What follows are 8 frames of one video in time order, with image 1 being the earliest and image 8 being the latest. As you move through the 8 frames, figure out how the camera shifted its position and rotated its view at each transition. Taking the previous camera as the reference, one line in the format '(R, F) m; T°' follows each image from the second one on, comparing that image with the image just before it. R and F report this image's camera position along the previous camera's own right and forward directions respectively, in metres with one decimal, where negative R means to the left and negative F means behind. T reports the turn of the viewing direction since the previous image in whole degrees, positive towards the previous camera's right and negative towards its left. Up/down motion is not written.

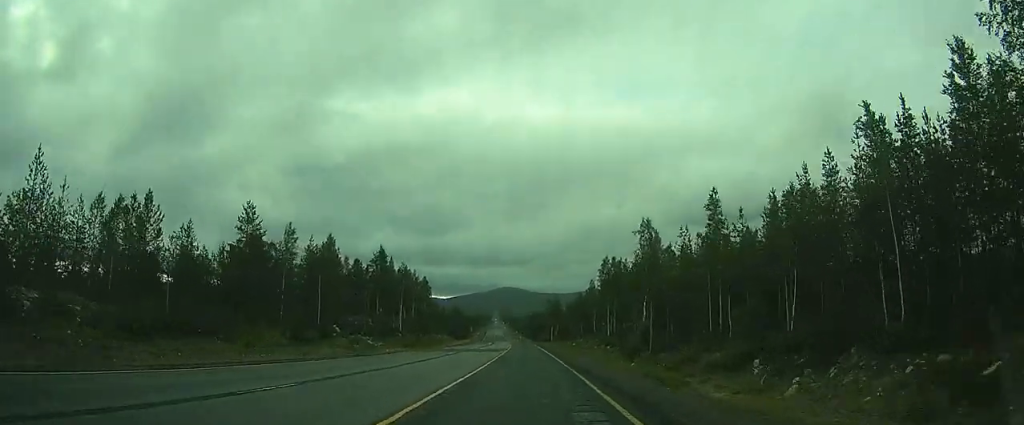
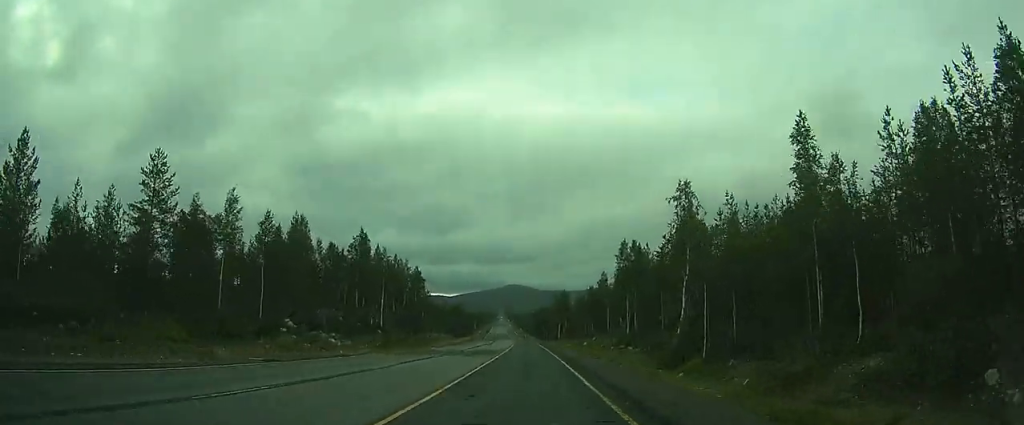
(-0.2, +13.2) m; -1°
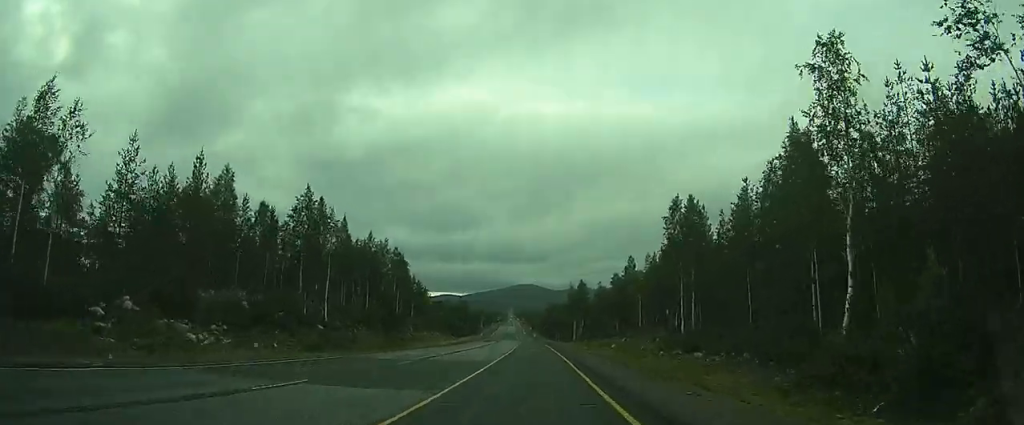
(-0.3, +22.1) m; -1°
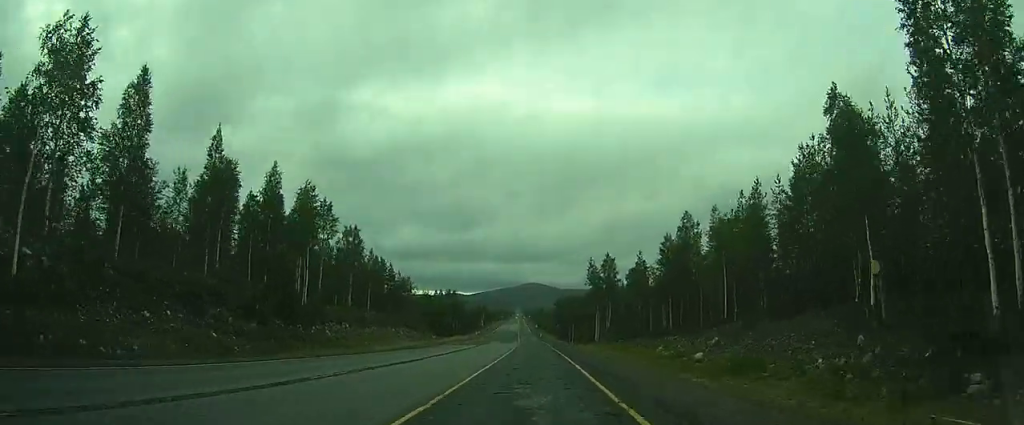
(-0.2, +33.3) m; -1°
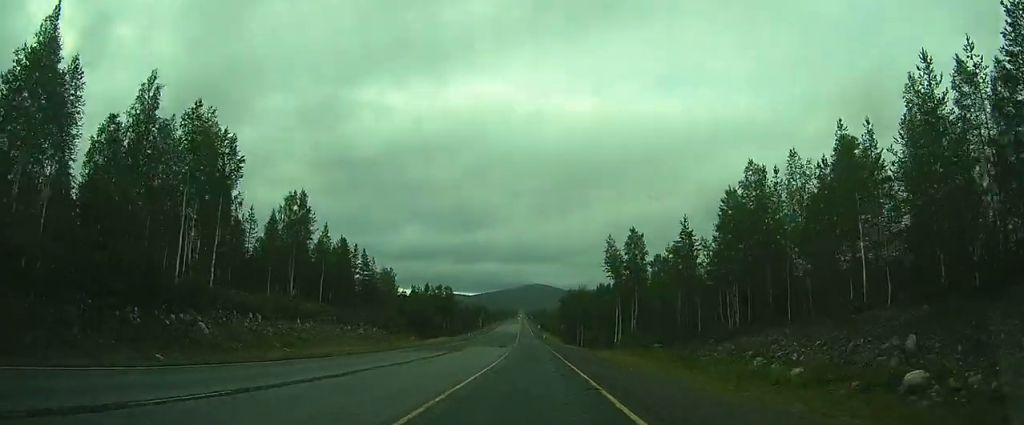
(-0.1, +19.1) m; -1°
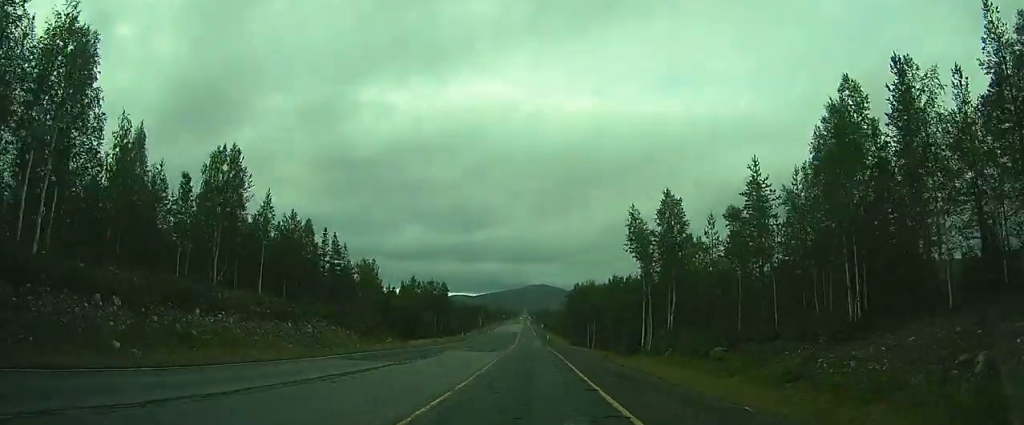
(-0.1, +15.0) m; 0°
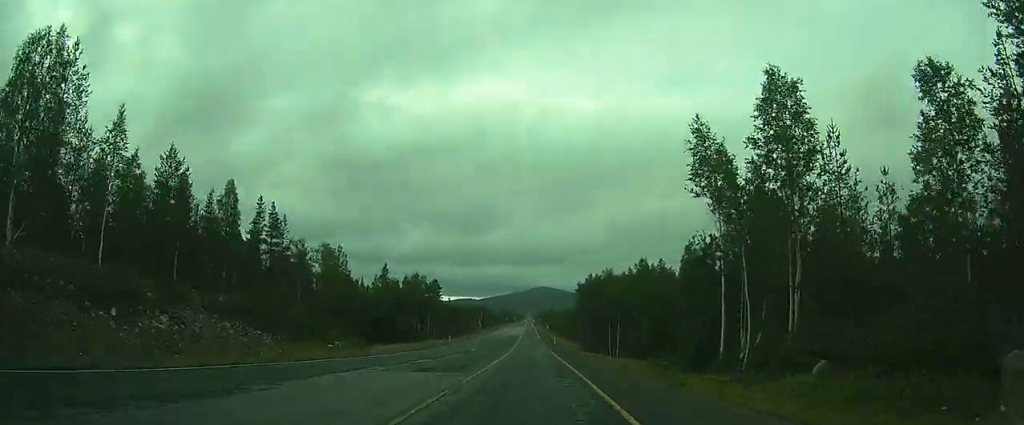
(-0.1, +20.2) m; 0°
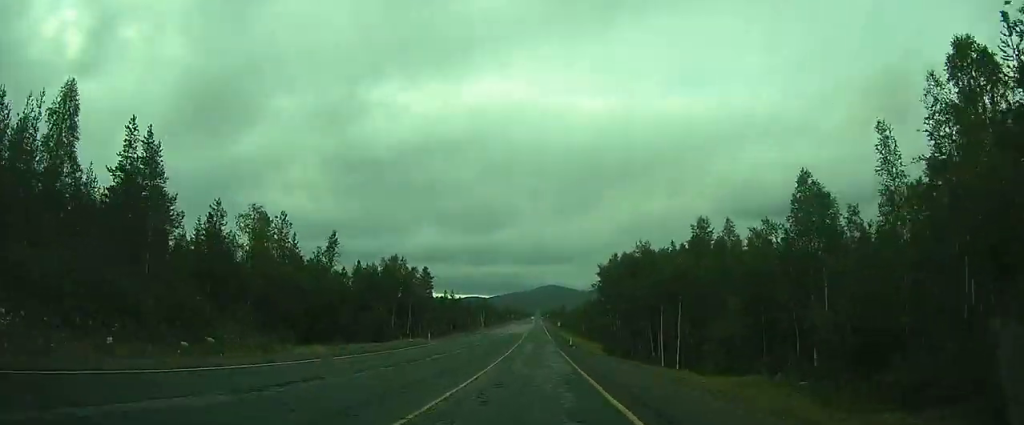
(-0.1, +22.4) m; 0°
